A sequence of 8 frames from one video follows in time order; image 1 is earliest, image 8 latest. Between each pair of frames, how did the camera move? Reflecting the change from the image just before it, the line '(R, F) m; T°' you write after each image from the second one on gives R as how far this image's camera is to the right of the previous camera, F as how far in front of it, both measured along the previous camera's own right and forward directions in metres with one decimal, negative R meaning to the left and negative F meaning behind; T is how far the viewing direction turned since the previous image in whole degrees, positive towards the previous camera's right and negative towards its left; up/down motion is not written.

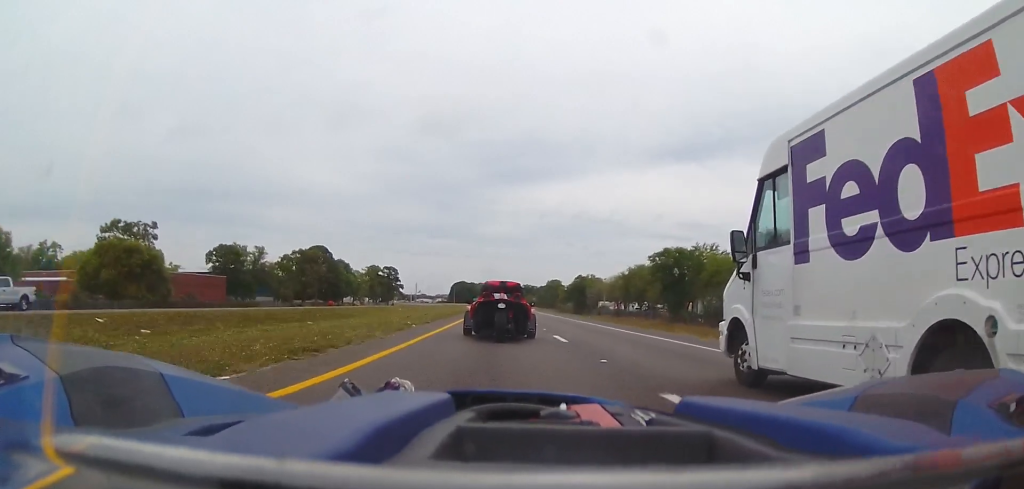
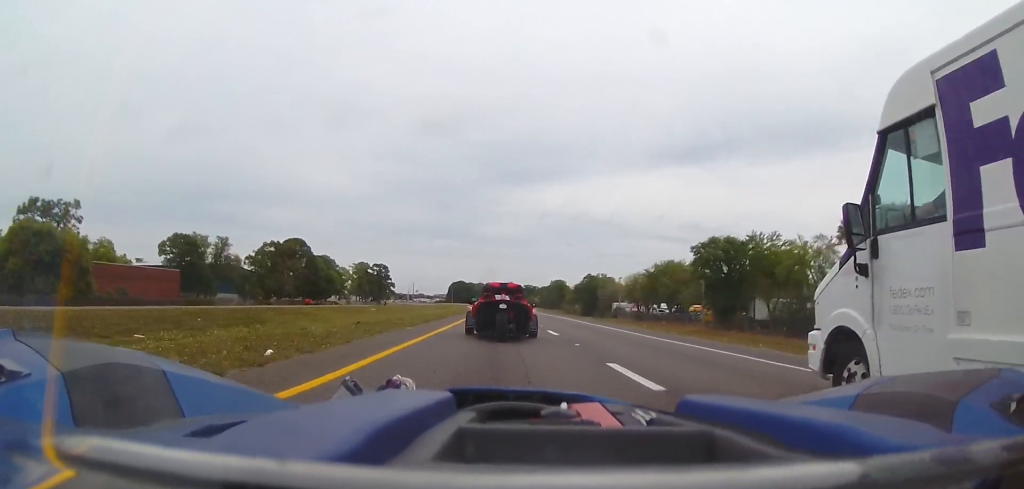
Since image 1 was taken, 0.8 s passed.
(-0.5, +20.9) m; 0°
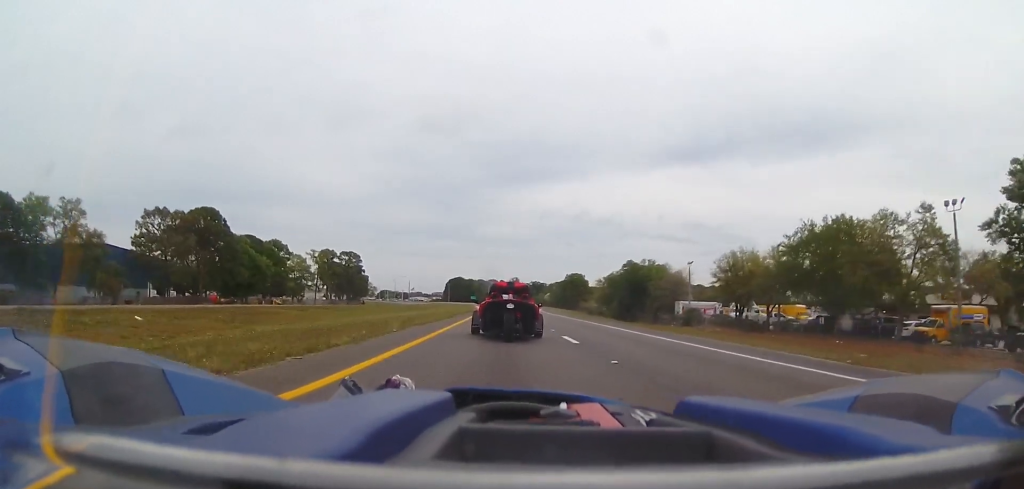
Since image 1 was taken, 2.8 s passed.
(+0.5, +53.0) m; 0°
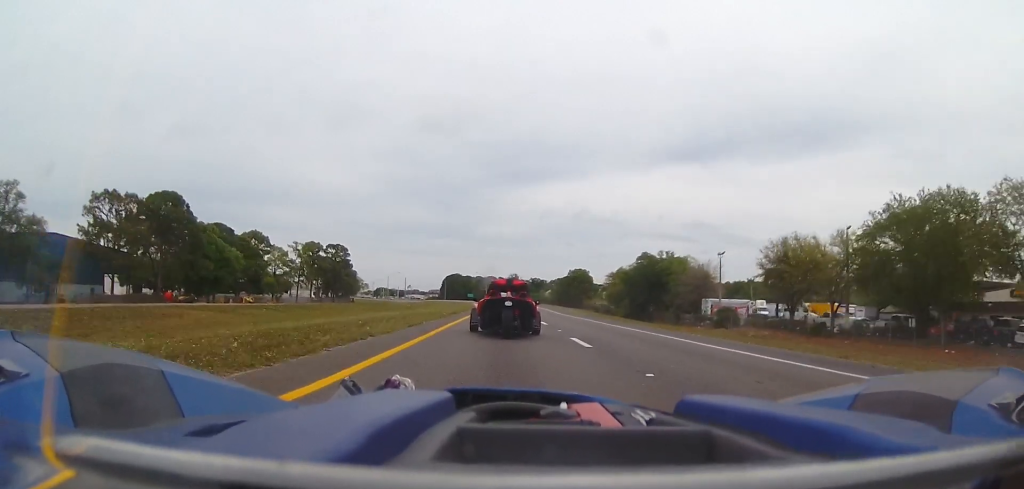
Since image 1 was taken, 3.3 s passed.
(0.0, +14.1) m; 0°
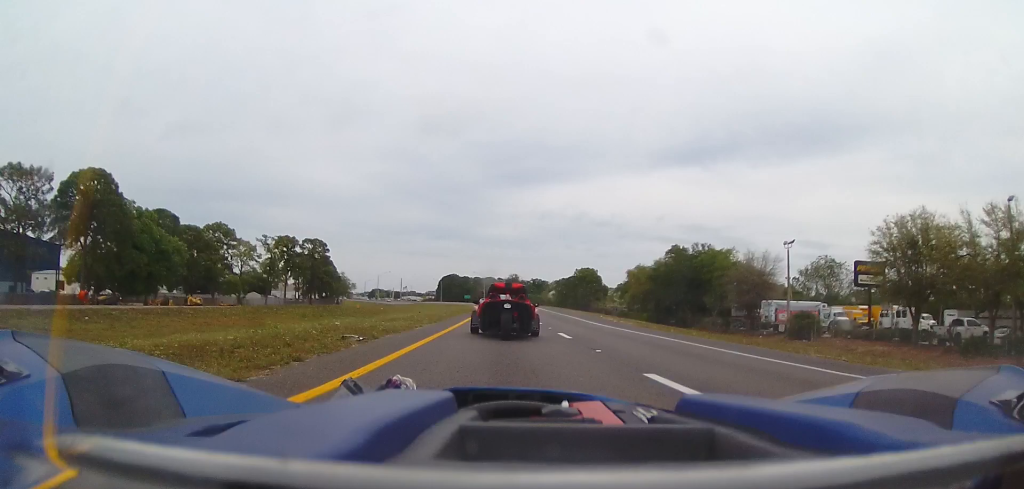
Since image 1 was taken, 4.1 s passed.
(0.0, +20.1) m; 0°
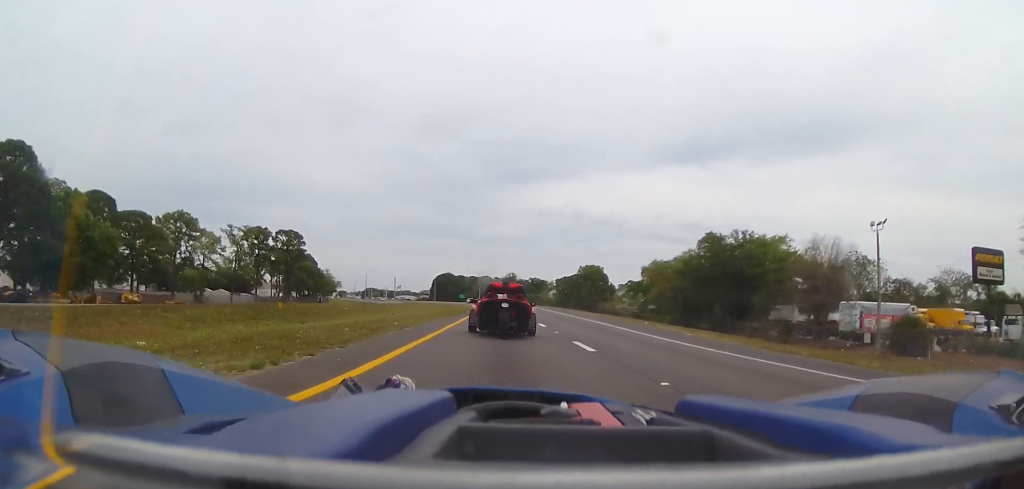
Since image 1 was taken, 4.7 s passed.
(0.0, +16.6) m; 0°
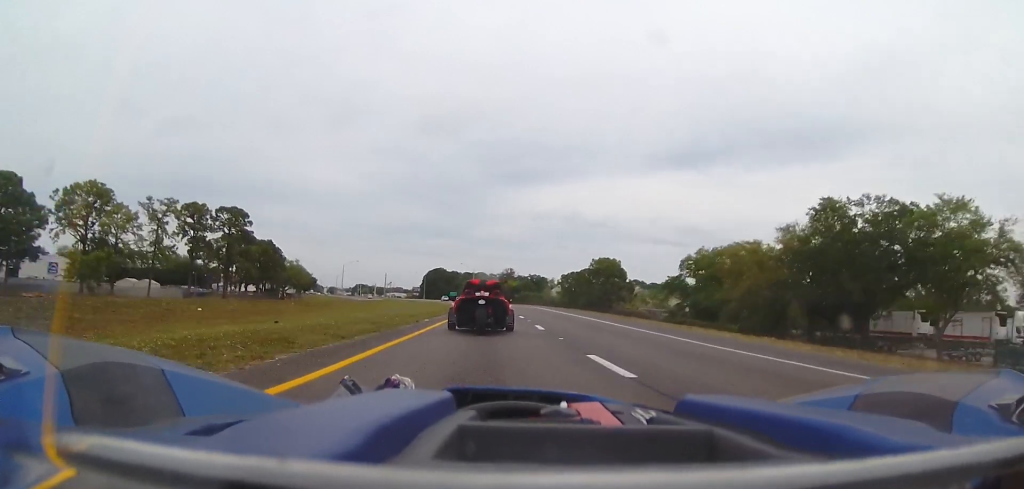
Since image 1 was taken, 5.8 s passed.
(+0.1, +29.1) m; +1°
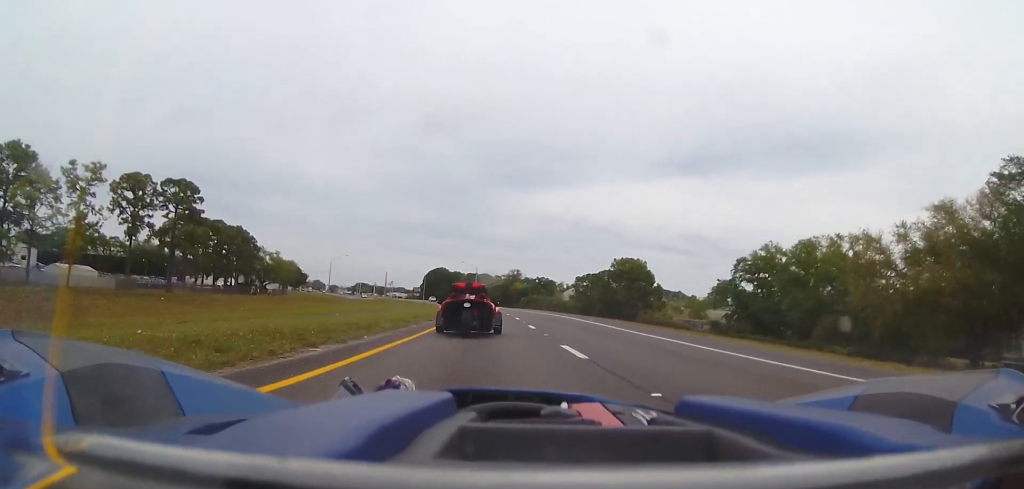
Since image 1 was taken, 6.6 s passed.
(+0.3, +21.4) m; 0°
